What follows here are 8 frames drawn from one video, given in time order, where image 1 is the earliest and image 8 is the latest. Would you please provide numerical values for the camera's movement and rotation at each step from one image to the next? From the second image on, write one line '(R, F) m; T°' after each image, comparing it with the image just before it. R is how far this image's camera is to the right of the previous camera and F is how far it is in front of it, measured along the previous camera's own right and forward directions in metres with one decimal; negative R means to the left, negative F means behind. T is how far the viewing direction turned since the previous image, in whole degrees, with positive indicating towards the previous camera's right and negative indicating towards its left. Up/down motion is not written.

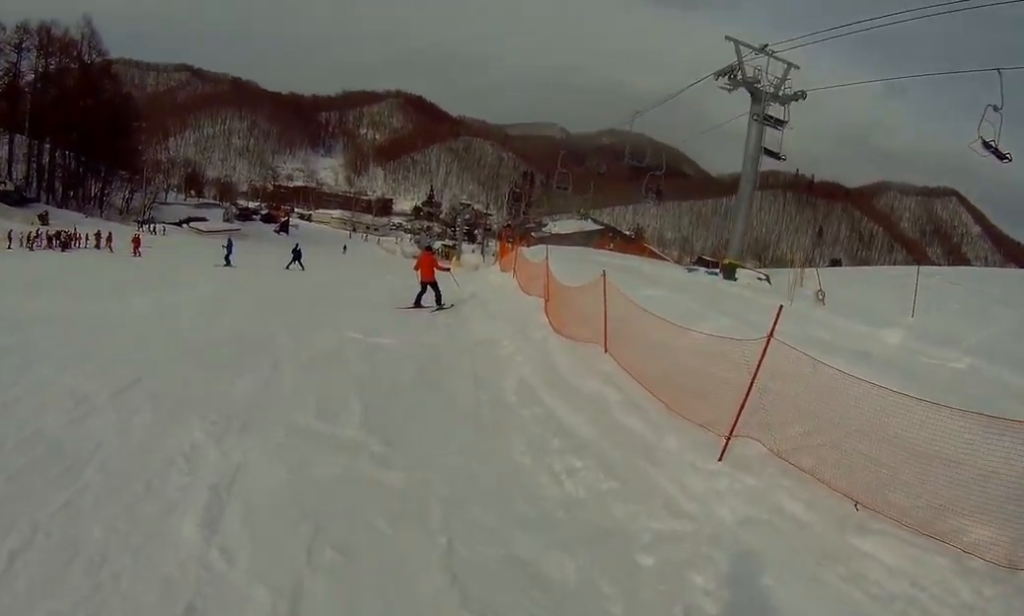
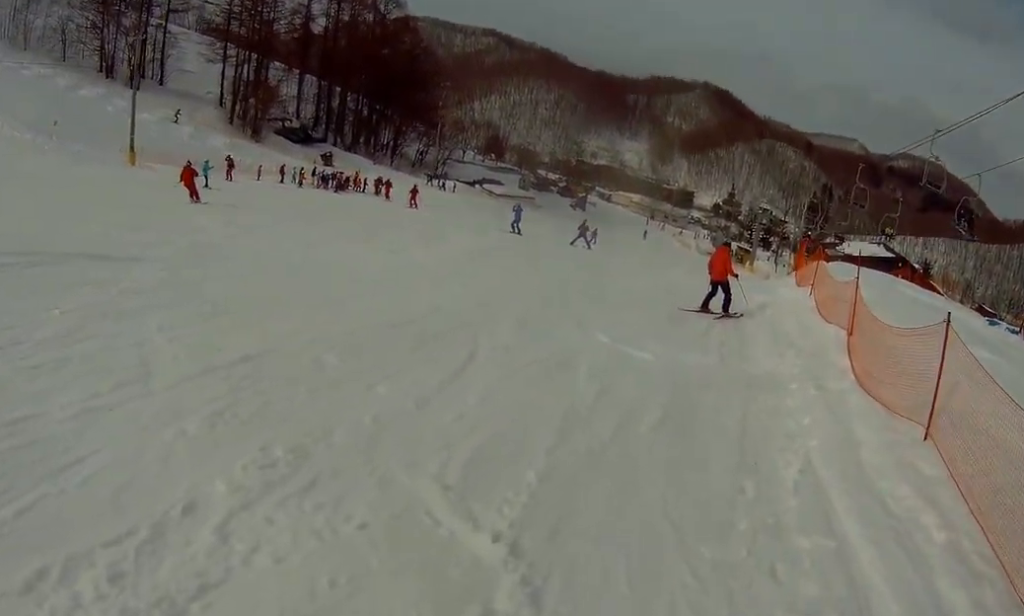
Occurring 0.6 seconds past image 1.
(-0.2, +4.6) m; 0°
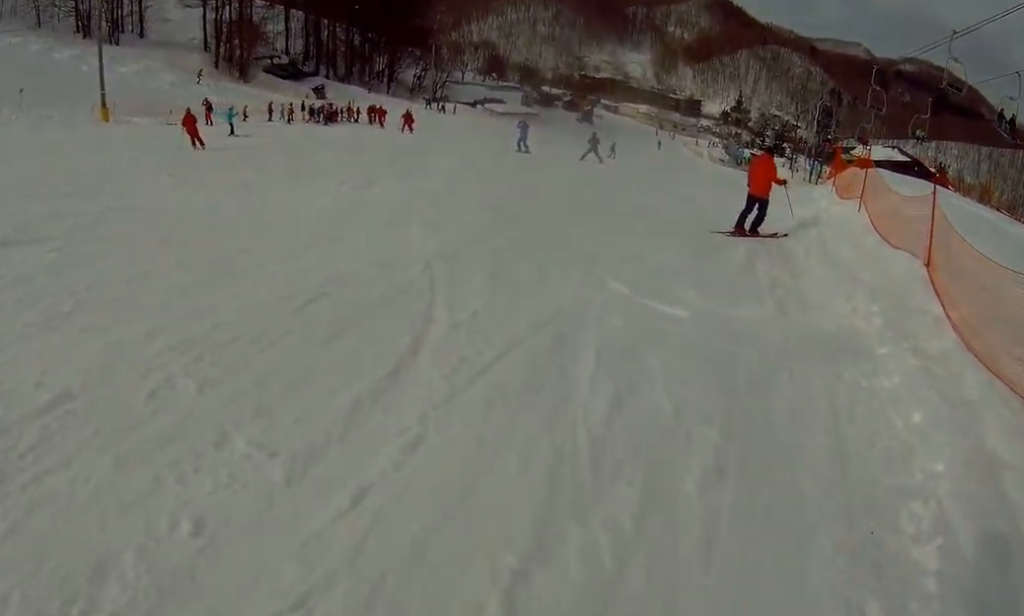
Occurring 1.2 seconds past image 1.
(+0.2, +3.5) m; -3°
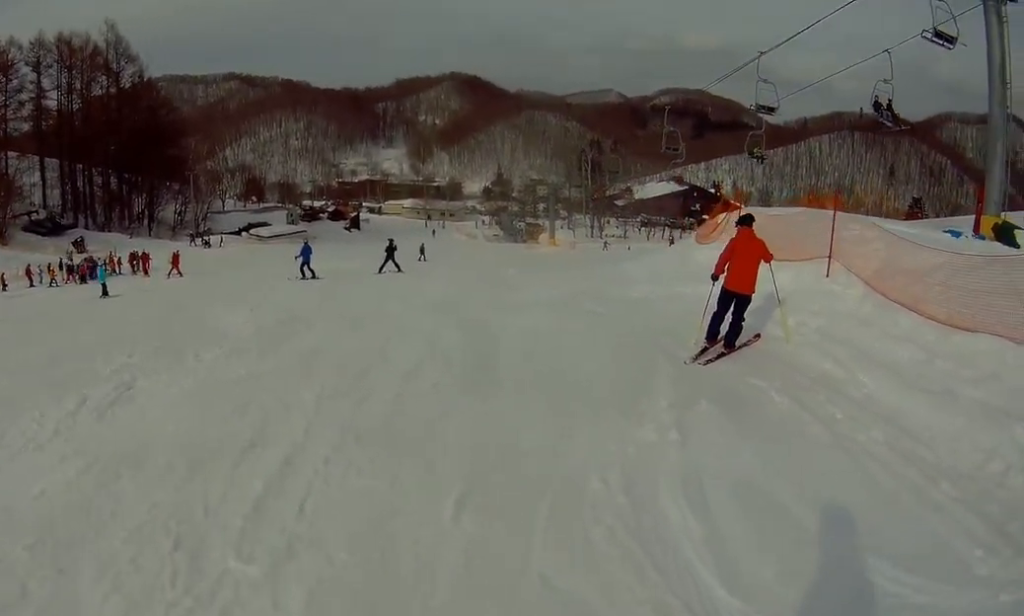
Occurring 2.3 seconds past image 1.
(-0.5, +7.5) m; -9°
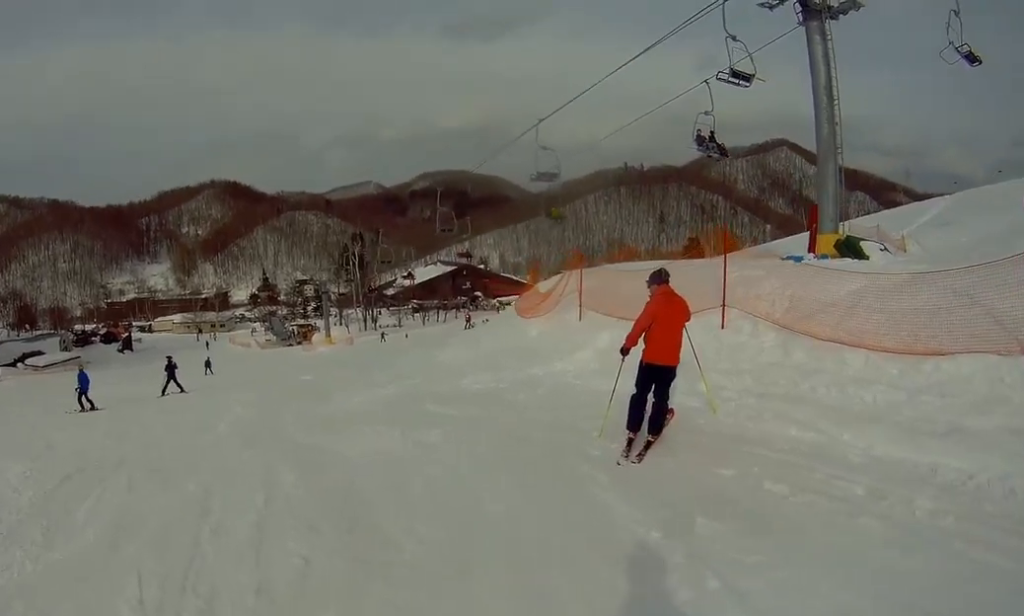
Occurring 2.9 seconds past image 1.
(-0.2, +3.3) m; -3°
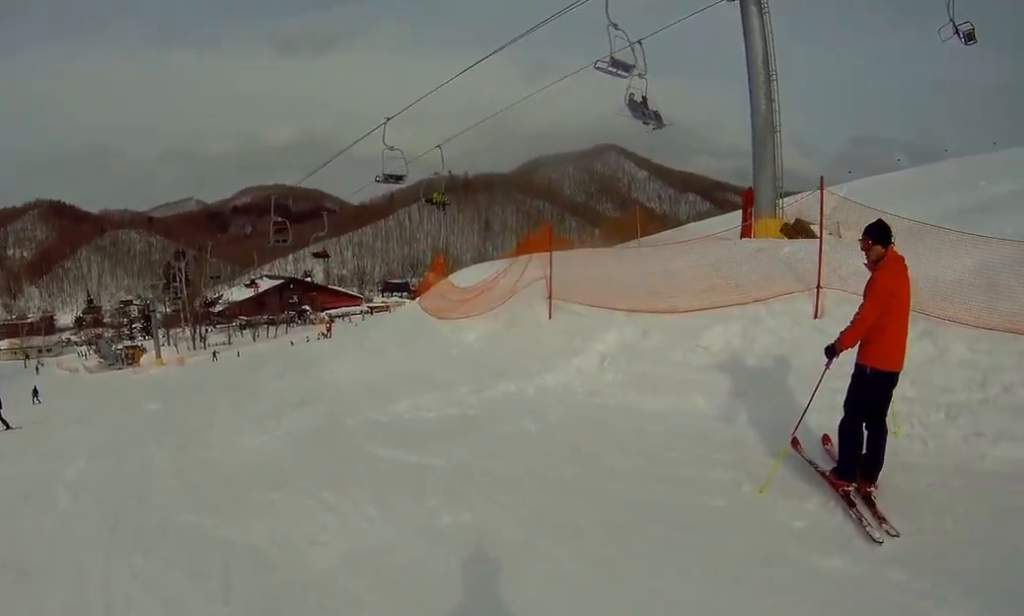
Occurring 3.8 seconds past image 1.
(0.0, +5.2) m; -1°
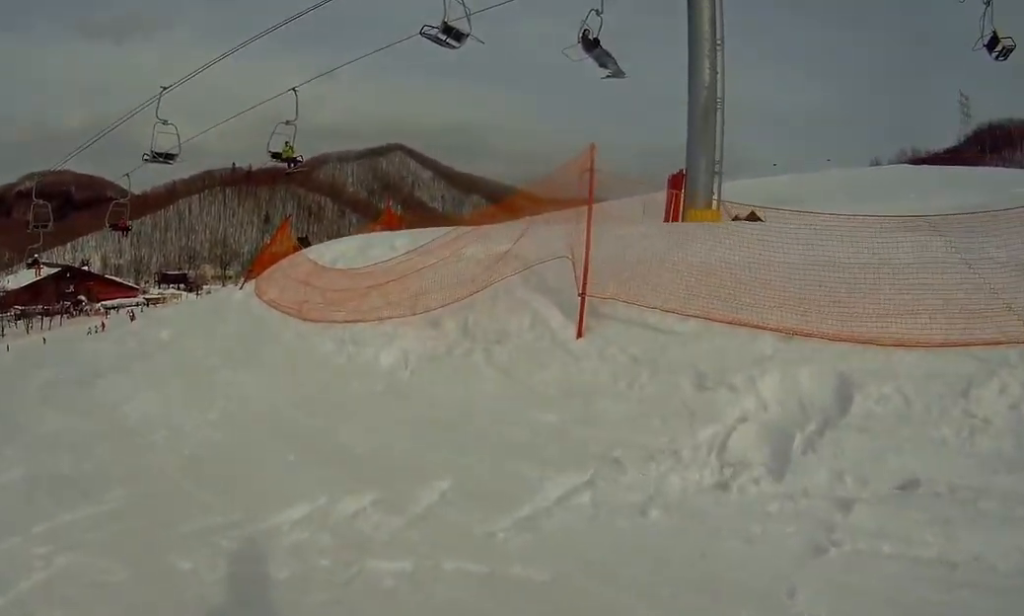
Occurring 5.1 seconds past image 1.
(-0.8, +7.0) m; -15°
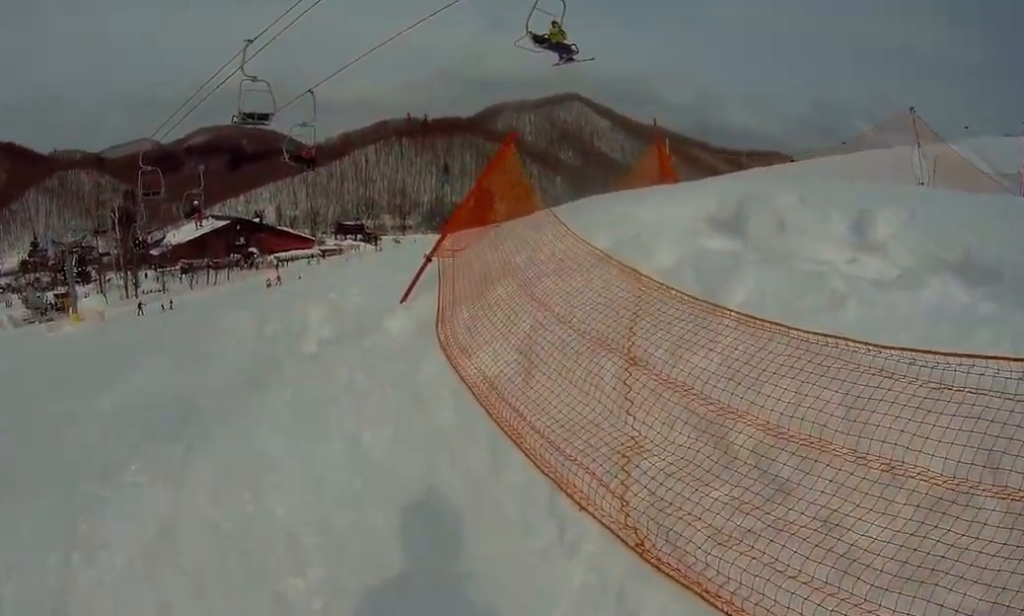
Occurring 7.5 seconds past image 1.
(-1.3, +10.3) m; -16°
